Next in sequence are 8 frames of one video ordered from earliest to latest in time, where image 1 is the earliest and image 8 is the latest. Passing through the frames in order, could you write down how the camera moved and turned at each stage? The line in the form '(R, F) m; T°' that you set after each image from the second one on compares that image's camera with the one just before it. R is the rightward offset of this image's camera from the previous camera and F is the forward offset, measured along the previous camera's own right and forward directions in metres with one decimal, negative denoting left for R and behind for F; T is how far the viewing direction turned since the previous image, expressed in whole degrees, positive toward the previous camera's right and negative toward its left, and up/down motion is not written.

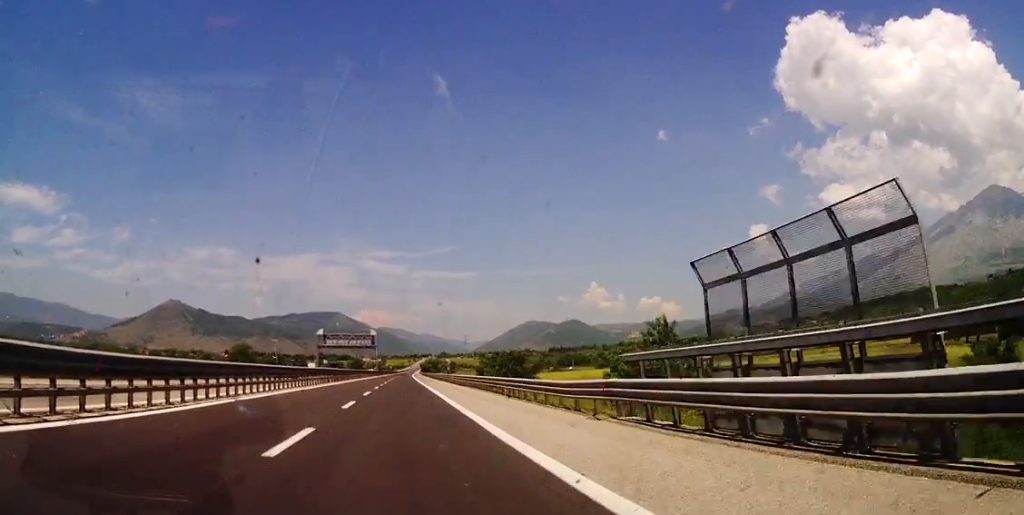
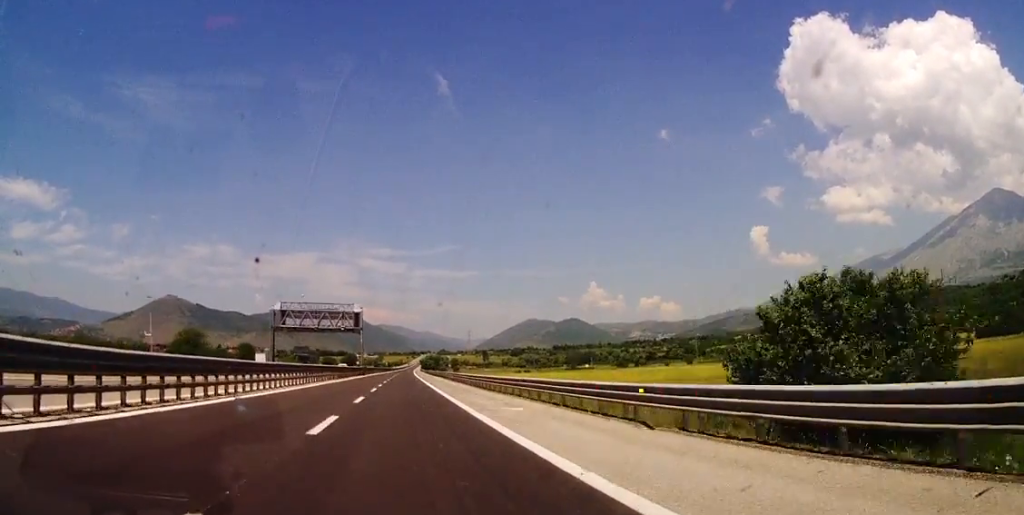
(+0.2, +55.8) m; 0°
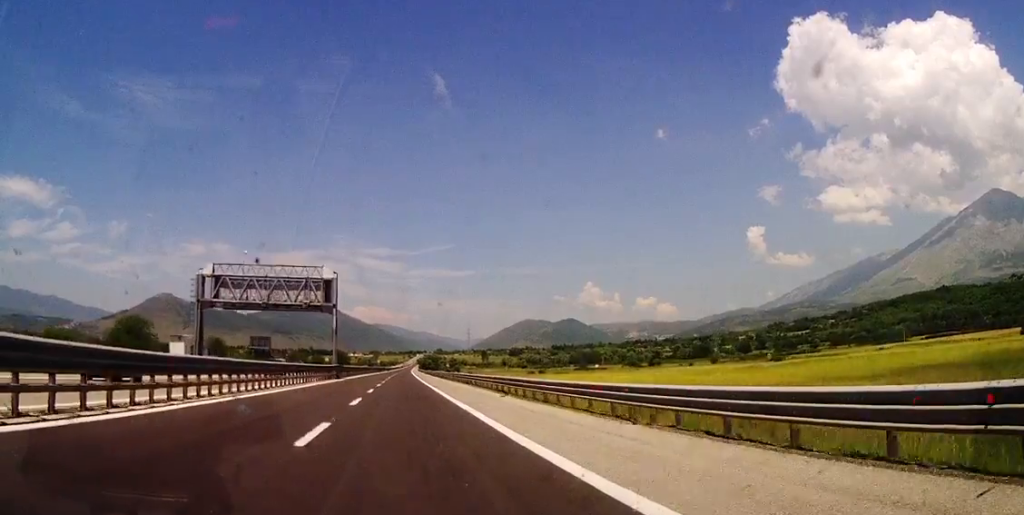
(-0.1, +37.0) m; 0°
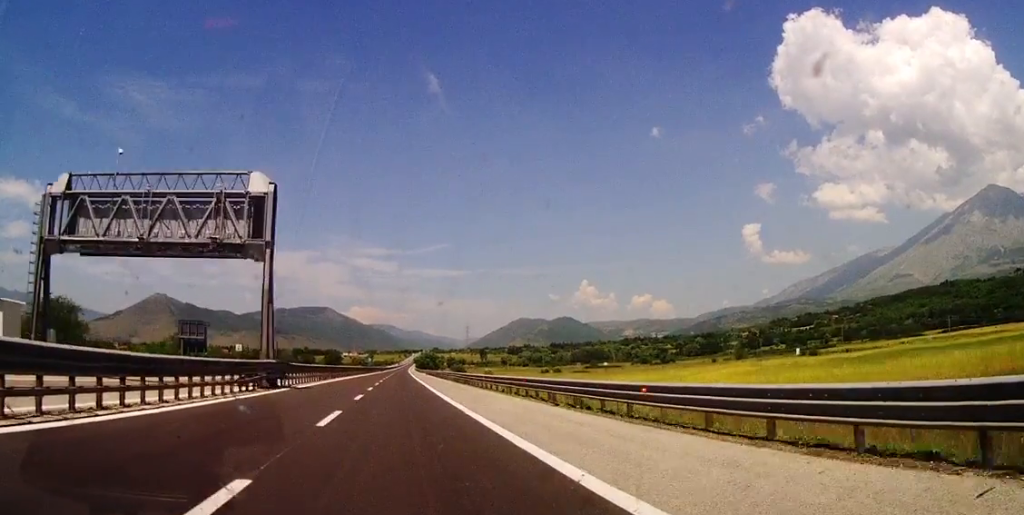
(0.0, +31.1) m; 0°
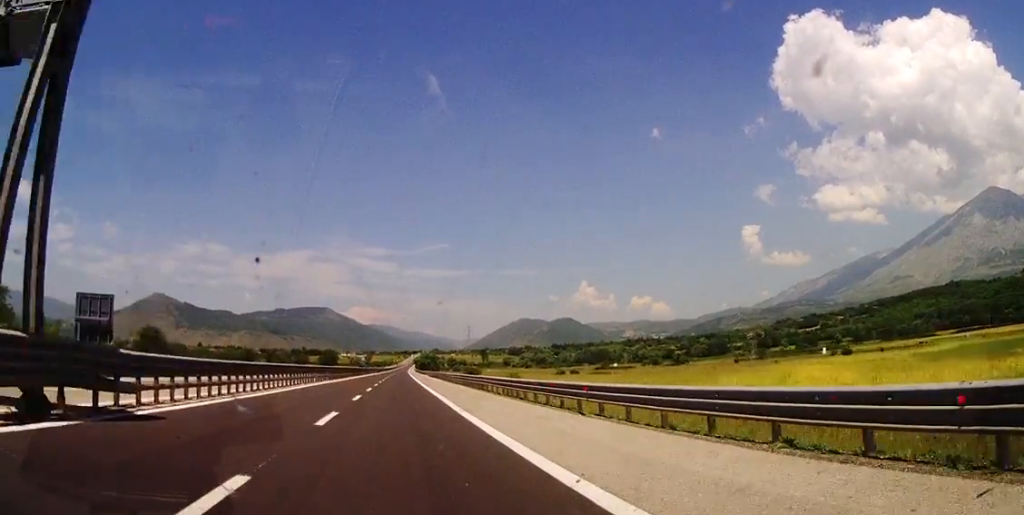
(+0.2, +23.0) m; 0°
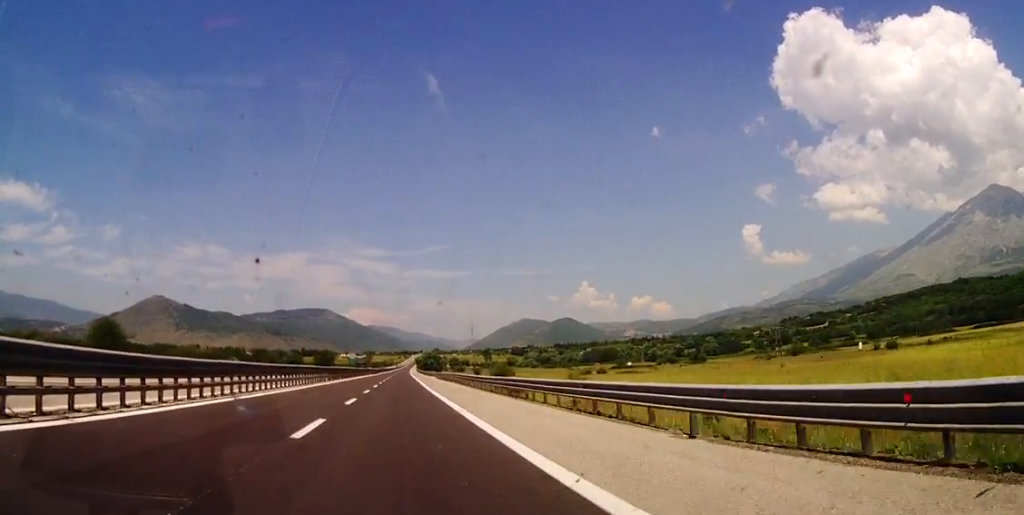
(-0.4, +26.3) m; 0°
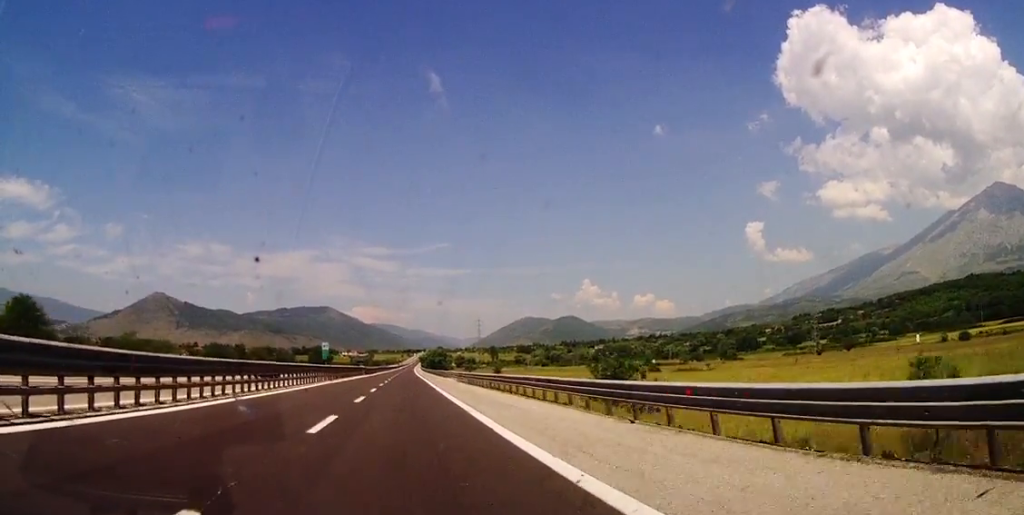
(+0.3, +34.3) m; +1°
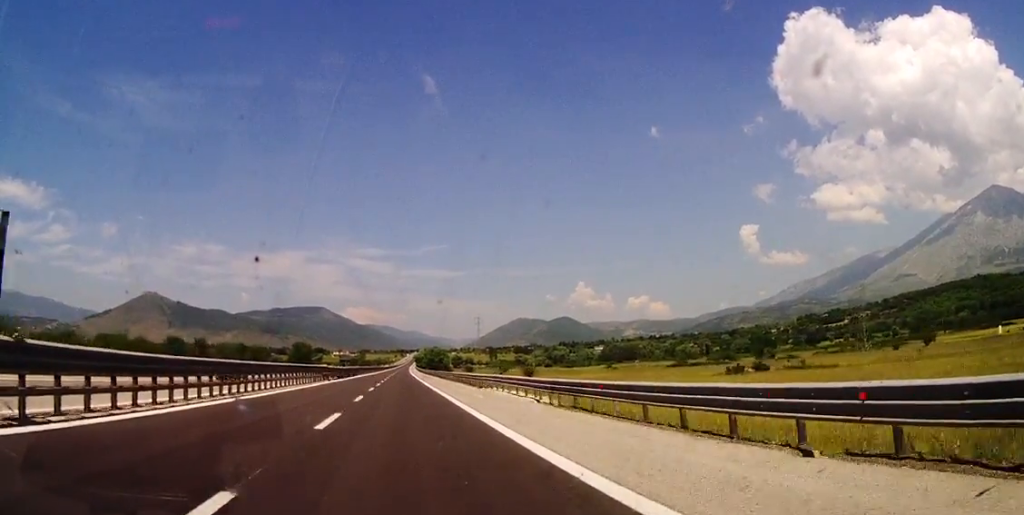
(+0.1, +45.5) m; 0°
